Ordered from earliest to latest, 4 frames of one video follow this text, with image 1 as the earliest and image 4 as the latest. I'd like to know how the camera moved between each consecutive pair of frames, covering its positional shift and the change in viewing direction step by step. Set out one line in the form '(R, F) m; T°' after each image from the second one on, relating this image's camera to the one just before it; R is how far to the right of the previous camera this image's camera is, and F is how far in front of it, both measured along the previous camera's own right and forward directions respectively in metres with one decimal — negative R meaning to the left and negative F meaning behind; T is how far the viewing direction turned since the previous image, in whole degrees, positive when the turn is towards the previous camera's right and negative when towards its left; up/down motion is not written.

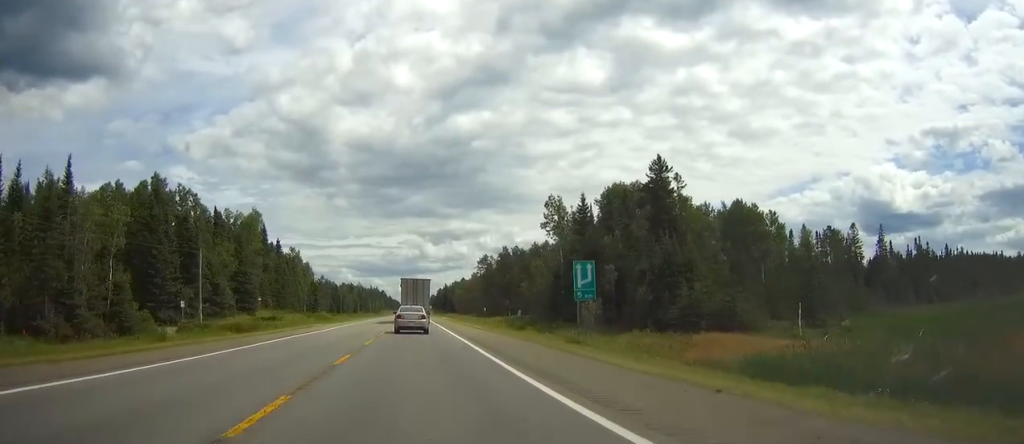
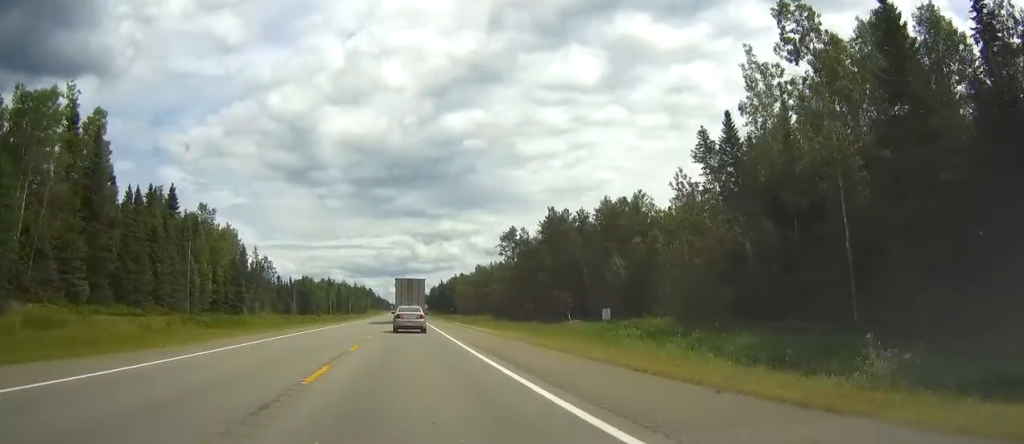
(+0.4, +66.5) m; +1°
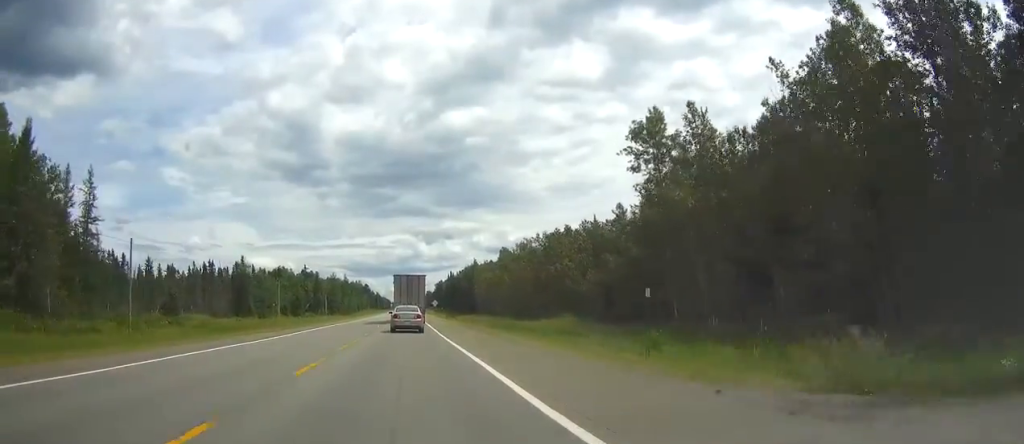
(-0.4, +78.3) m; 0°
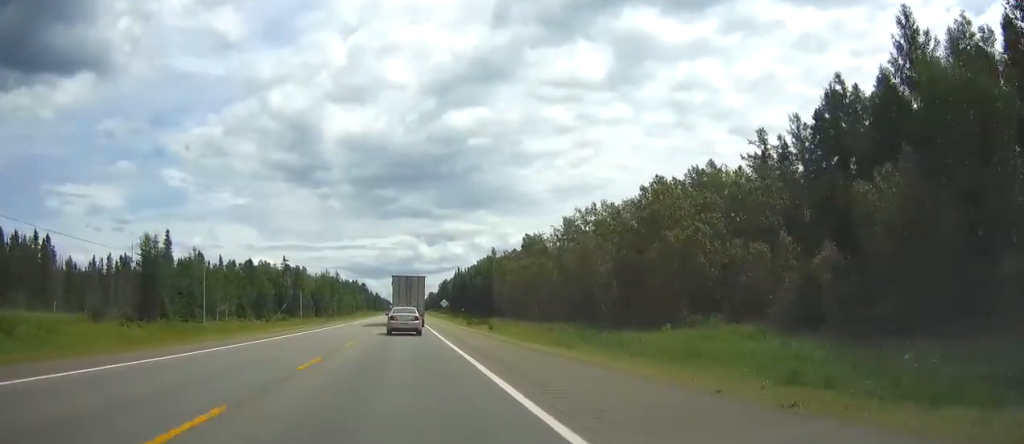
(0.0, +42.9) m; 0°
